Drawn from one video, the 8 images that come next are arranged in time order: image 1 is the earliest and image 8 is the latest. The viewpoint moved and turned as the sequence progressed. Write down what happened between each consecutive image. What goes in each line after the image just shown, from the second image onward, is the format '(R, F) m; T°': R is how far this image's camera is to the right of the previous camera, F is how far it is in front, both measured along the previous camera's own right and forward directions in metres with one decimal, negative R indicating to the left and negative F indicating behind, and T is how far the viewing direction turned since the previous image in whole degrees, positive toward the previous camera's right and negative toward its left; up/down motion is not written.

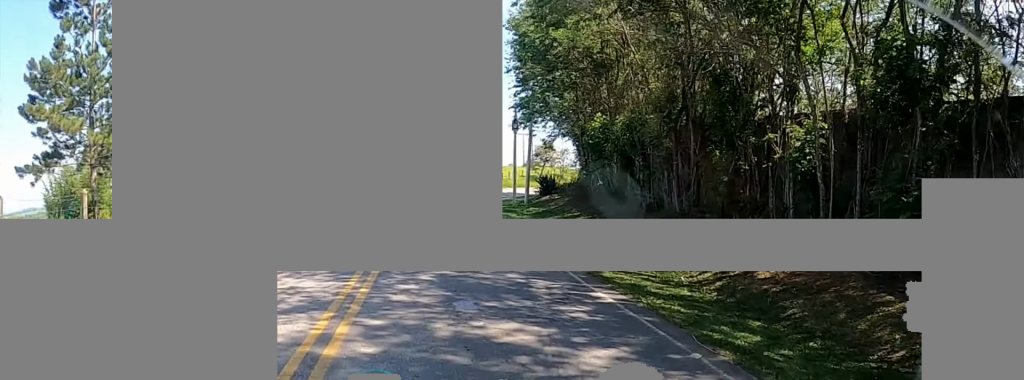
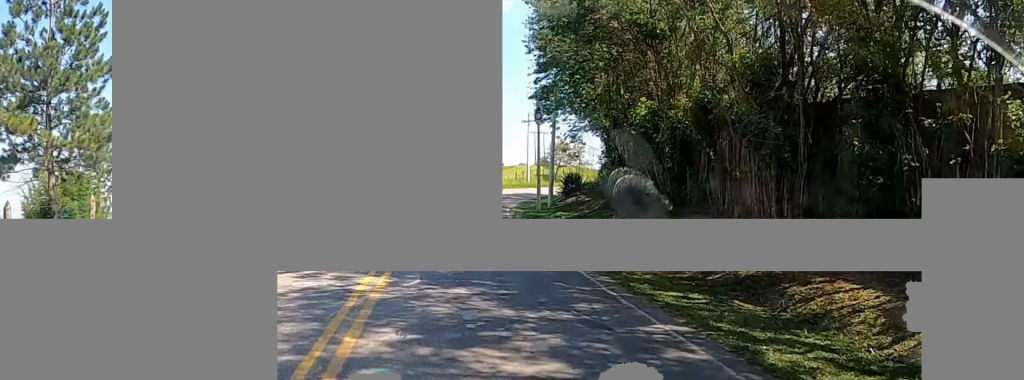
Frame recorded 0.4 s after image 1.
(-0.3, +5.8) m; -1°
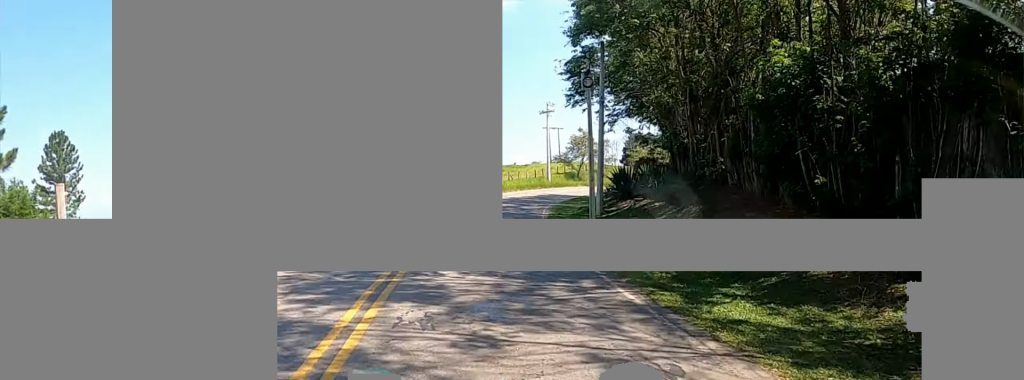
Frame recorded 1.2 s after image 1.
(-0.7, +11.0) m; -1°
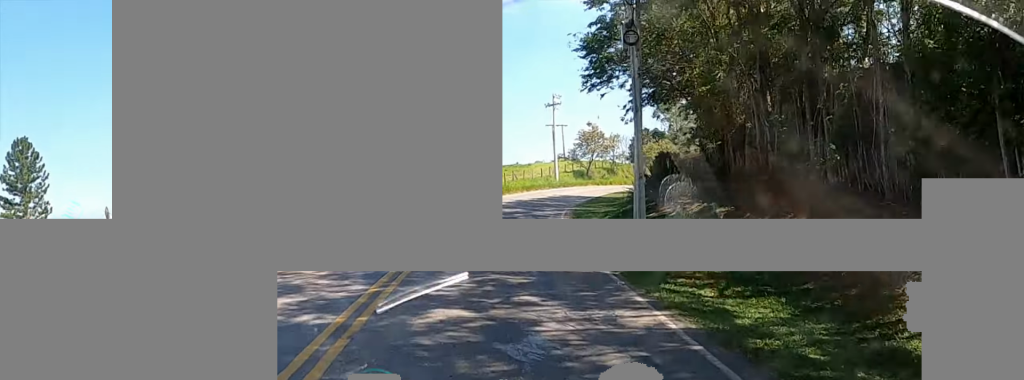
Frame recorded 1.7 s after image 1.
(-0.1, +6.7) m; +6°
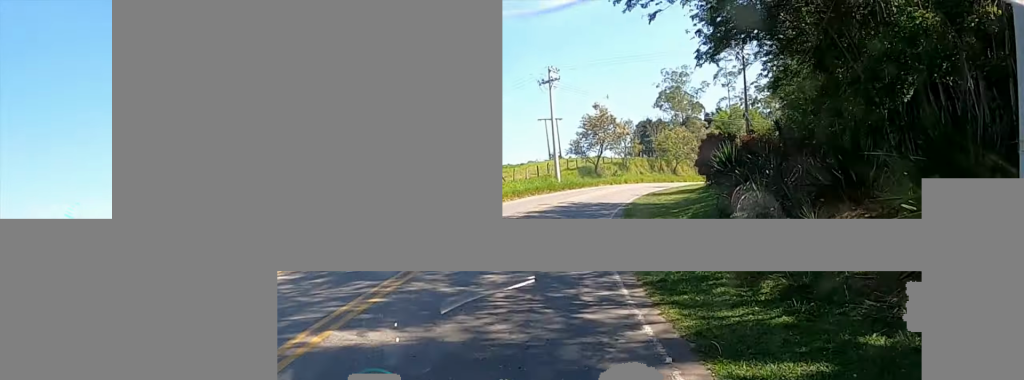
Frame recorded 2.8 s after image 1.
(+2.5, +16.8) m; +9°
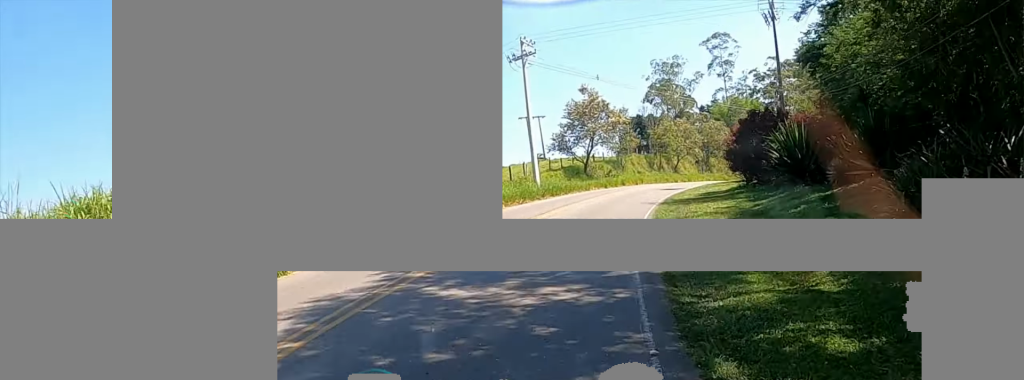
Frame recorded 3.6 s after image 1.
(0.0, +12.2) m; +4°
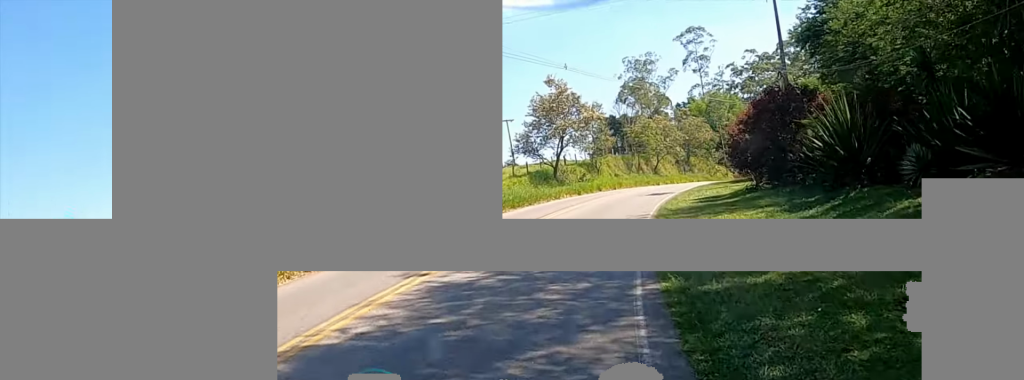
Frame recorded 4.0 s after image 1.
(-0.8, +6.6) m; +2°
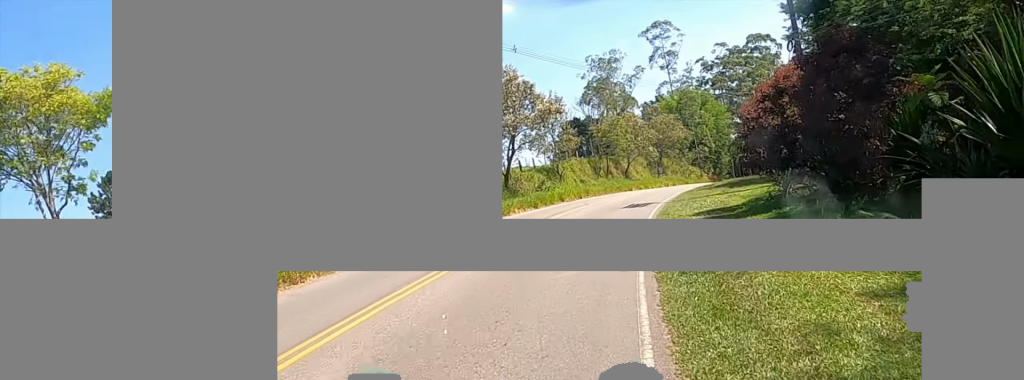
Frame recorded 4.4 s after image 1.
(+0.7, +7.6) m; +4°
